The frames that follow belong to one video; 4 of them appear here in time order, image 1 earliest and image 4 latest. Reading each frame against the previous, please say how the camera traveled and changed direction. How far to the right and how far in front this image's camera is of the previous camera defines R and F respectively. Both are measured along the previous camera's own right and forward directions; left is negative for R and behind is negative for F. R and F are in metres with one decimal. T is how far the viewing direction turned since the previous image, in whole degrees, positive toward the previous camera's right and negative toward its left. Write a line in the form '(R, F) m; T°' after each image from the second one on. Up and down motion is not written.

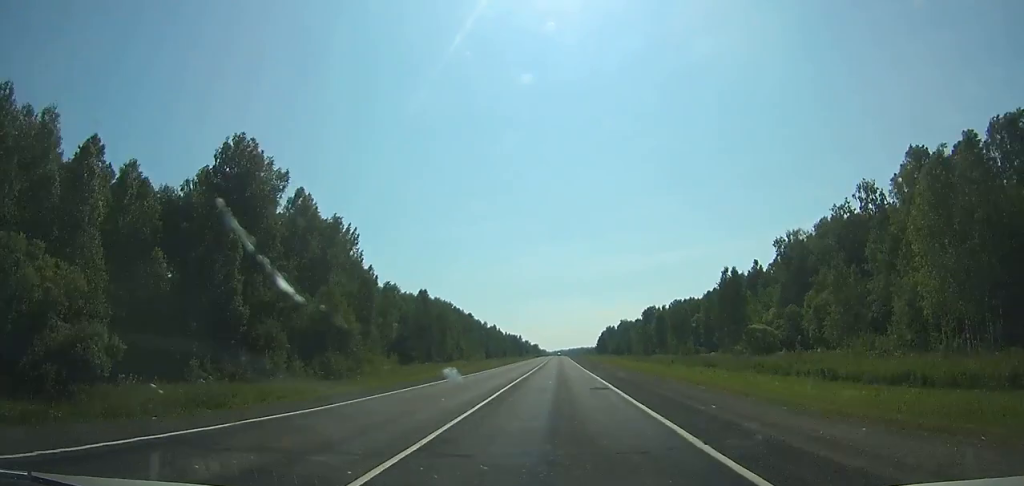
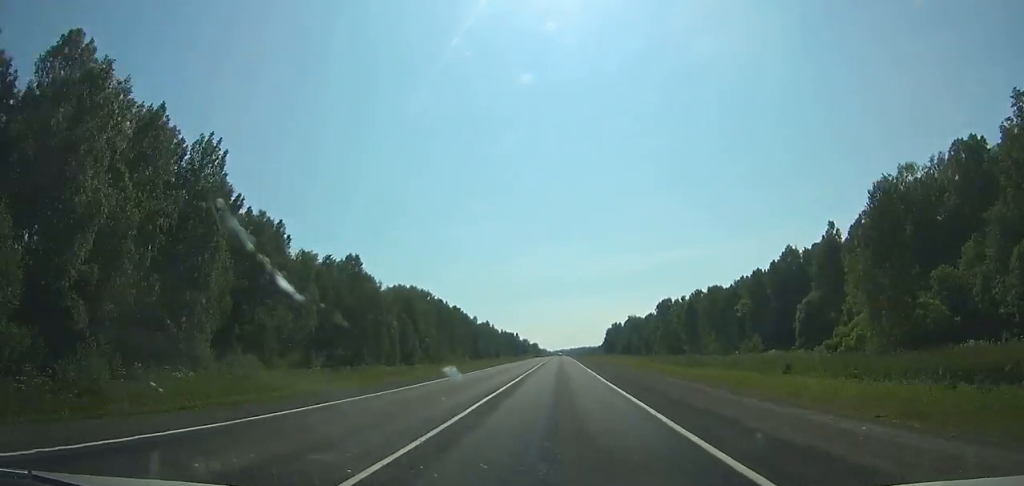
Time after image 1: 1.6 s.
(0.0, +44.1) m; 0°
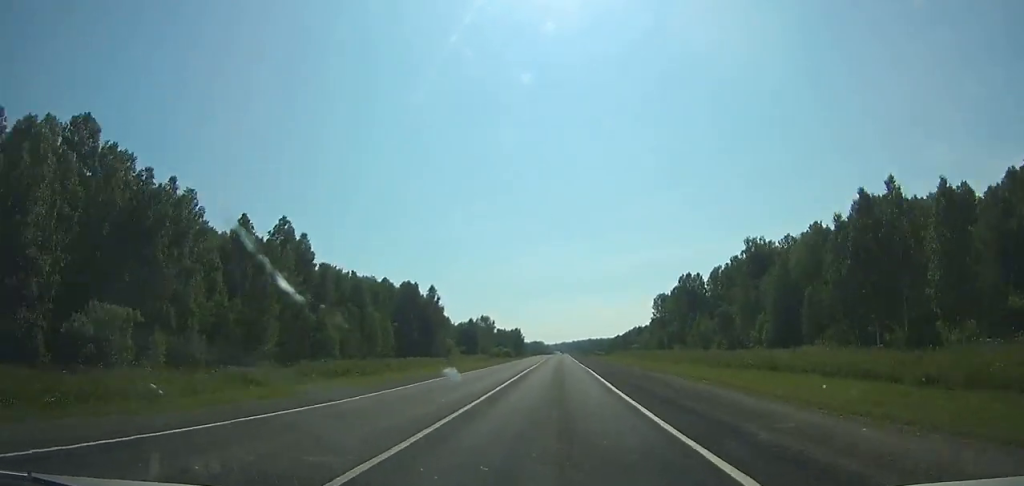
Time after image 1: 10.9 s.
(+0.3, +262.1) m; 0°
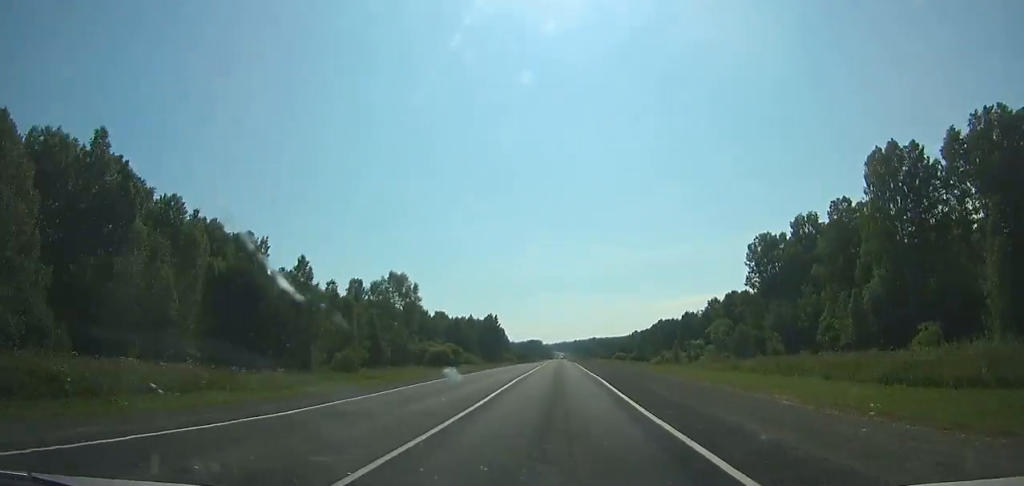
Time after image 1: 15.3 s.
(-0.2, +127.6) m; 0°
